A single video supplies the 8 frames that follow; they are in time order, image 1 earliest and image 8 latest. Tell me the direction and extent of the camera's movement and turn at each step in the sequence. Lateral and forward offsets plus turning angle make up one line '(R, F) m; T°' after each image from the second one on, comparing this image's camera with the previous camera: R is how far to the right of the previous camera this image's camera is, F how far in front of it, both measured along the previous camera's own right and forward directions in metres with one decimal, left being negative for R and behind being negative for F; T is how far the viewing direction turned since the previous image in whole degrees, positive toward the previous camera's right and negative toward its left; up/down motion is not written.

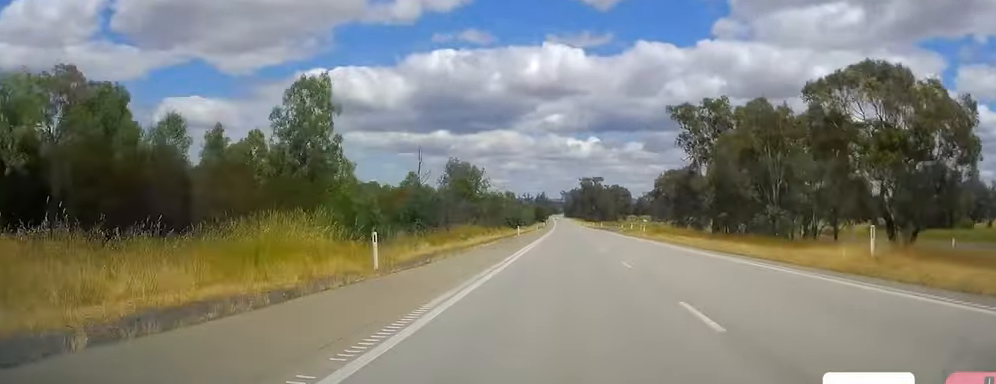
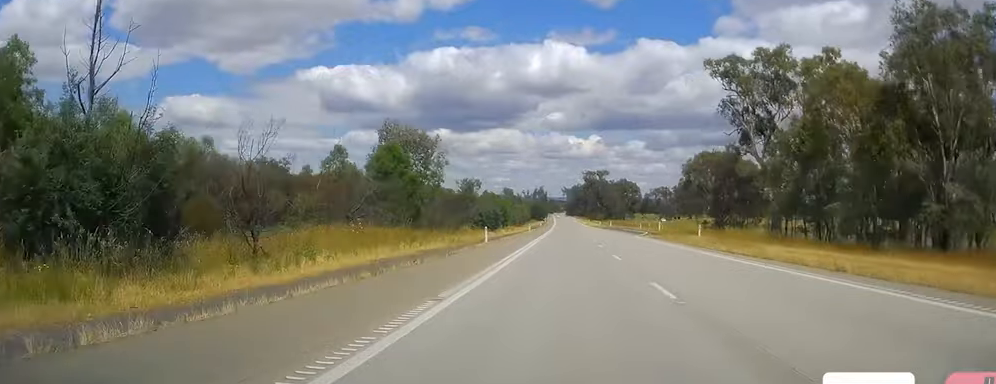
(-0.1, +32.5) m; 0°
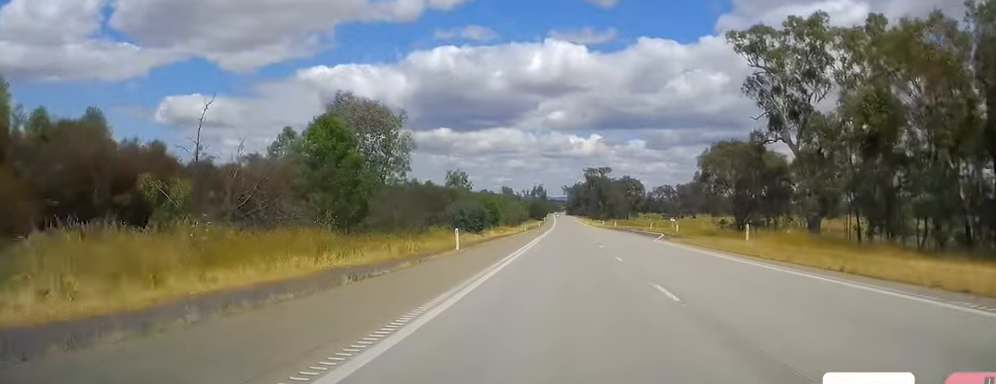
(+0.2, +12.4) m; 0°
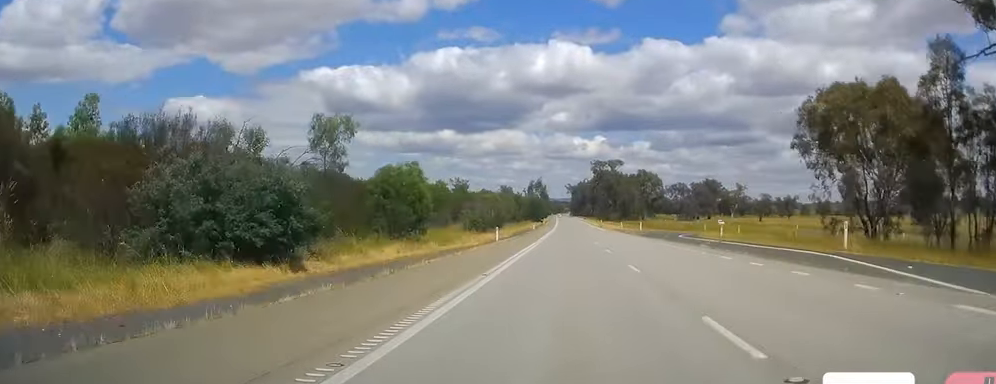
(-0.3, +41.2) m; 0°
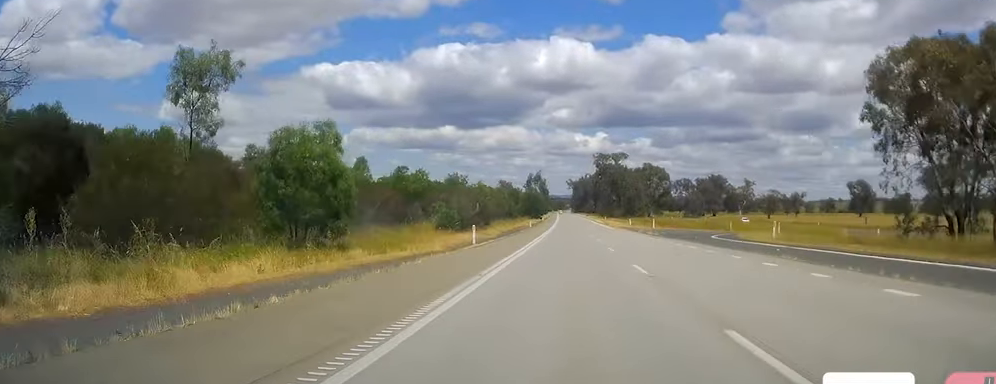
(+0.3, +13.5) m; 0°
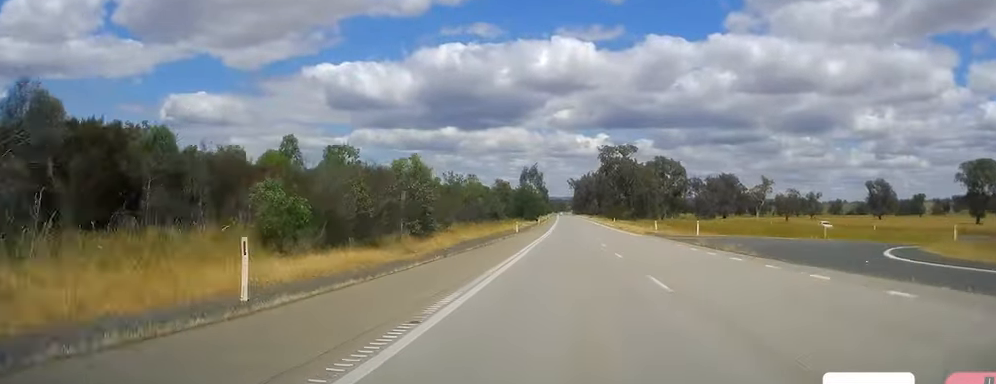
(-0.3, +27.8) m; -1°
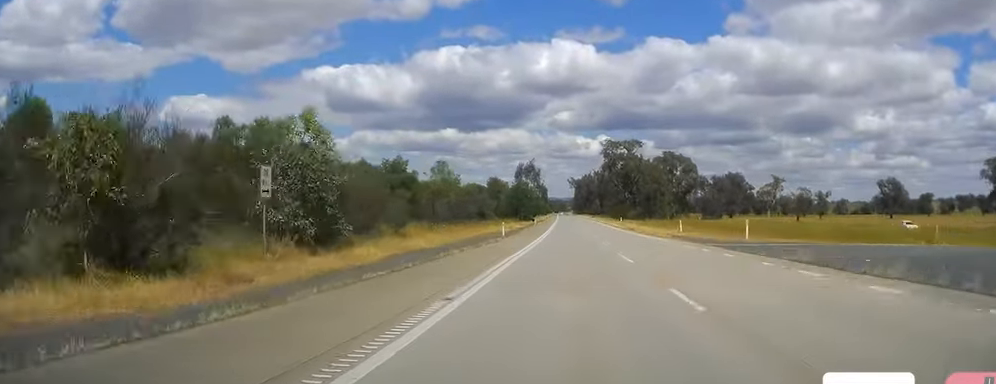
(-0.1, +15.3) m; 0°
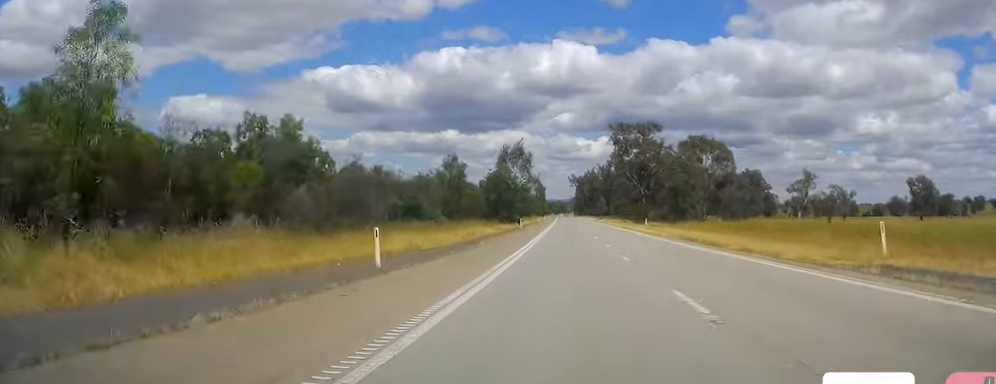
(+0.4, +36.4) m; +1°
